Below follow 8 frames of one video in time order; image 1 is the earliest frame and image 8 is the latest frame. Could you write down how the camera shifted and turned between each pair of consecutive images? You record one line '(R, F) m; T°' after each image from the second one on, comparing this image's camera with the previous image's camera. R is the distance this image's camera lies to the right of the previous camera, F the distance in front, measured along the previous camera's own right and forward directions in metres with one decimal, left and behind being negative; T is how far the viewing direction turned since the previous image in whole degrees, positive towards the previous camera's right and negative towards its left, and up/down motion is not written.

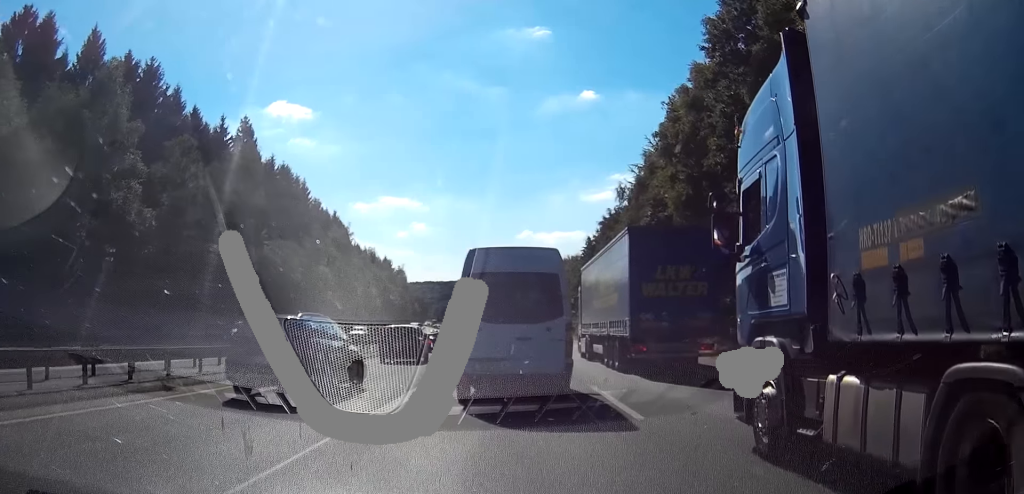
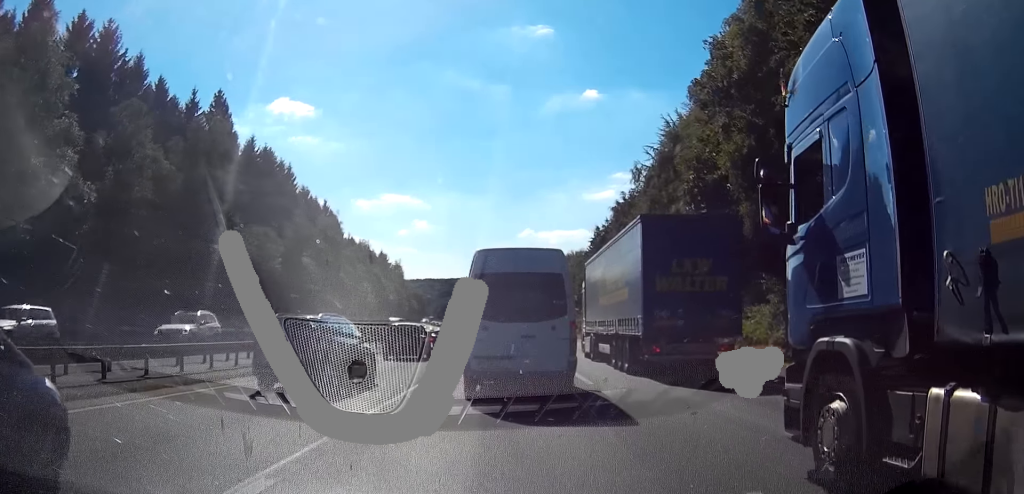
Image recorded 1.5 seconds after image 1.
(-0.1, +11.5) m; -1°
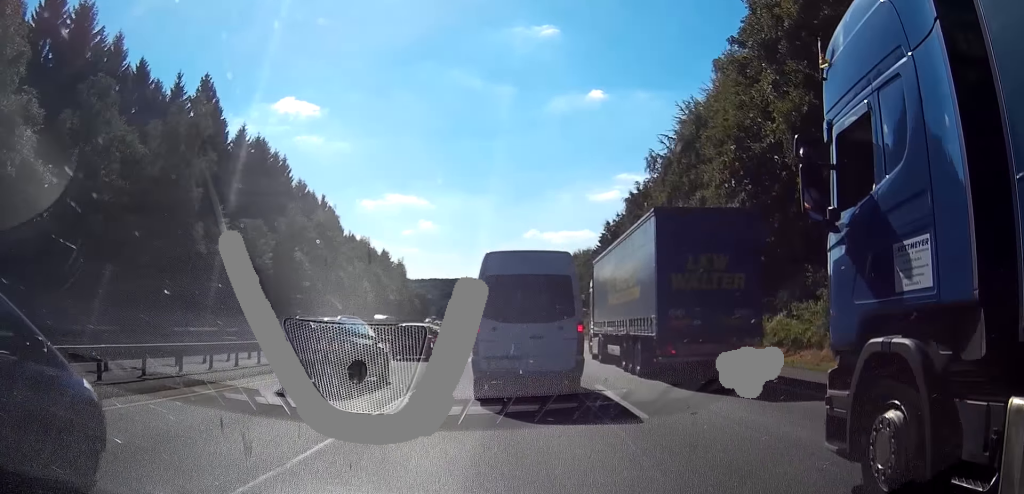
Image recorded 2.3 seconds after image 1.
(0.0, +6.4) m; -1°
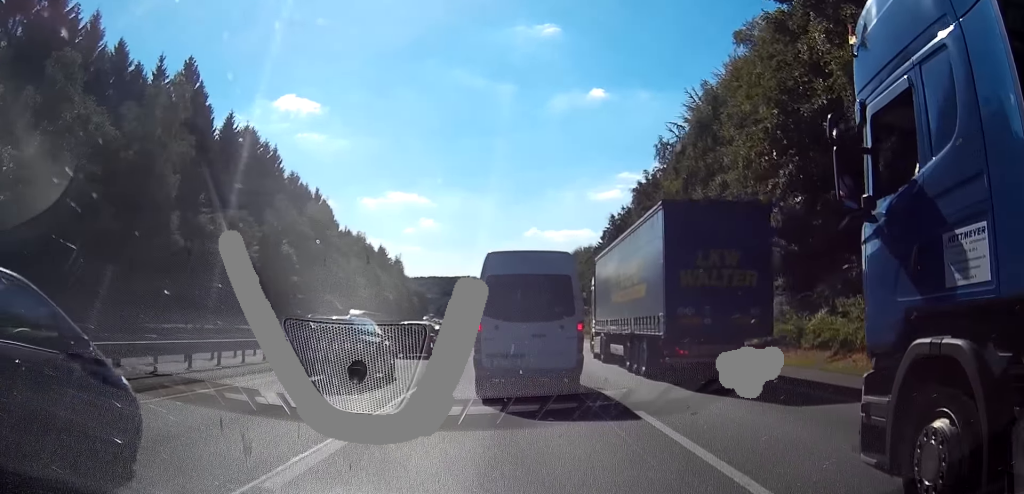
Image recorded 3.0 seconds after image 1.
(-0.1, +5.4) m; -1°
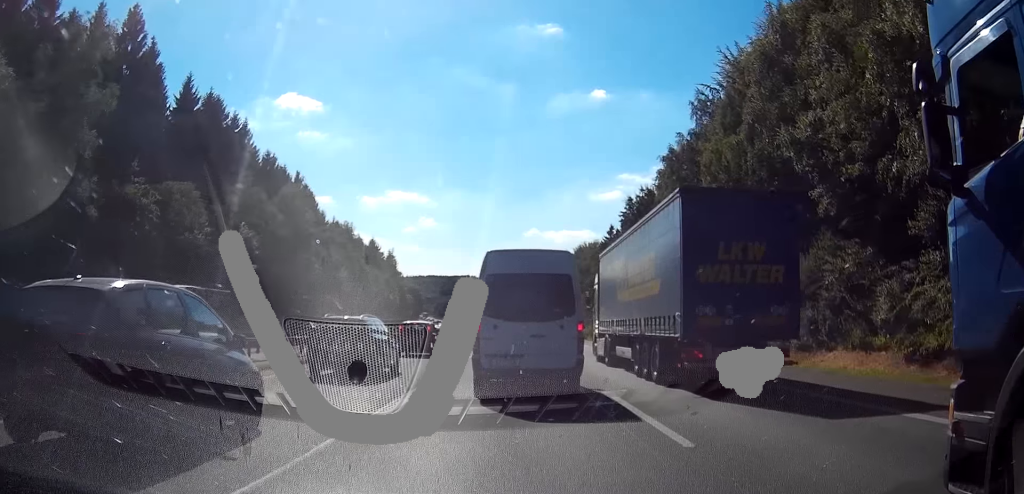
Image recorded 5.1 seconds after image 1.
(-0.1, +15.1) m; -1°
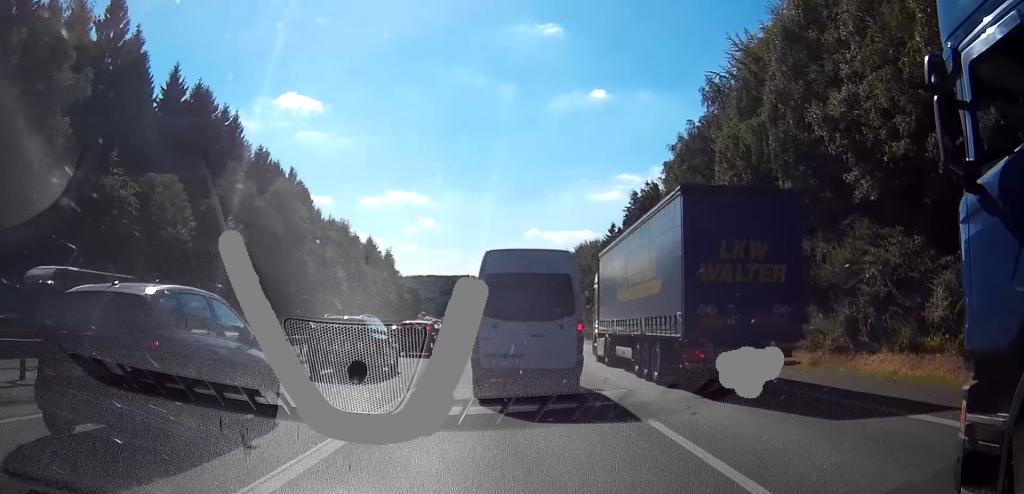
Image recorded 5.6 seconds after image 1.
(0.0, +3.8) m; 0°
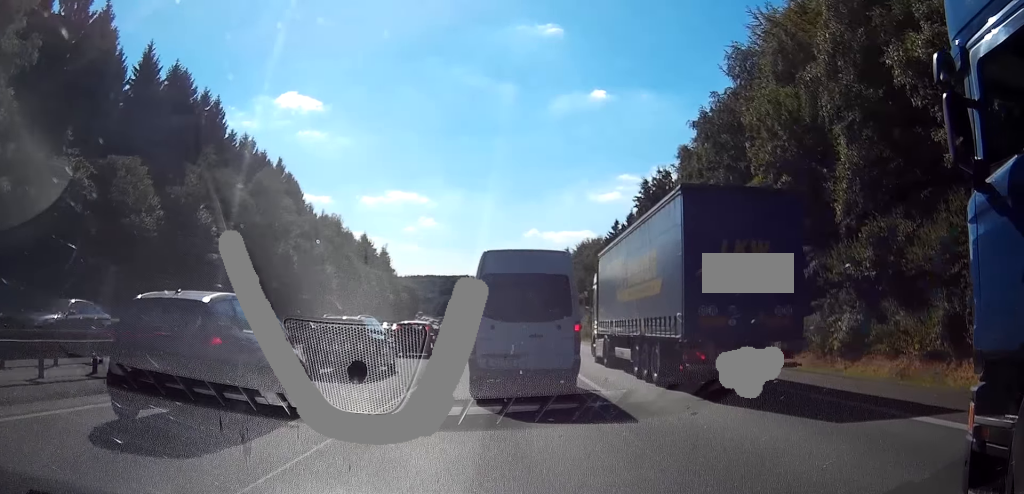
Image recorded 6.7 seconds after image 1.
(0.0, +7.3) m; -1°
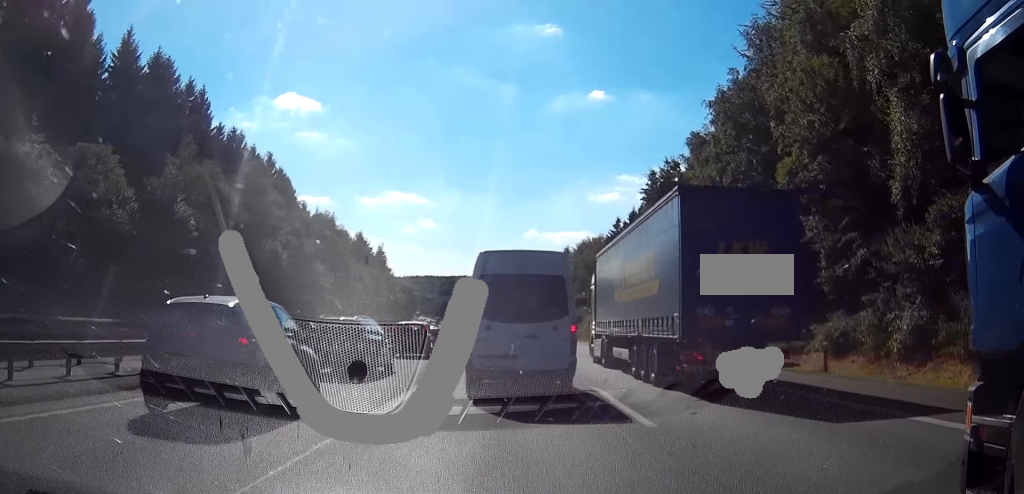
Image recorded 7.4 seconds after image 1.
(0.0, +5.0) m; -1°
